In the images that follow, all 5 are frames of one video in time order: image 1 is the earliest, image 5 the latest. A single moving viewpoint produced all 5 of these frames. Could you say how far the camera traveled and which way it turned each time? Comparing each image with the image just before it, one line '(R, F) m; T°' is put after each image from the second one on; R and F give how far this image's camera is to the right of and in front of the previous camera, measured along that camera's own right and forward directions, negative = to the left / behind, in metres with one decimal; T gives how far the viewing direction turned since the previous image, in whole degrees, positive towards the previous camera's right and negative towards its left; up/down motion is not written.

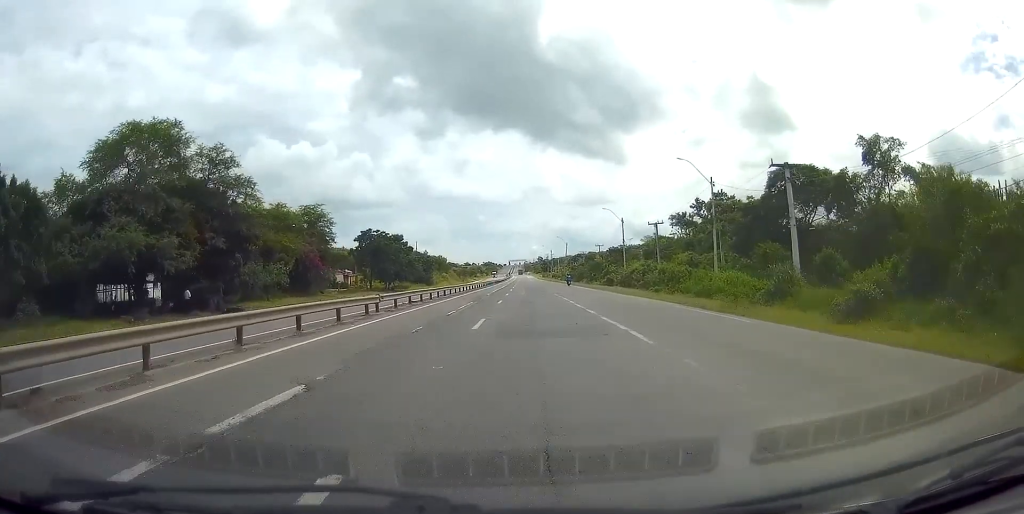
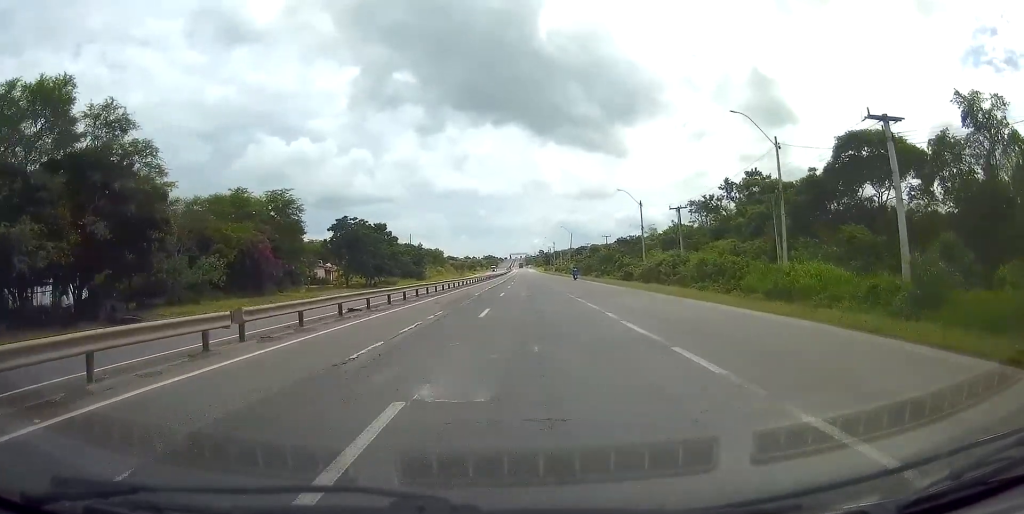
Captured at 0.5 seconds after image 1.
(-0.1, +13.5) m; 0°
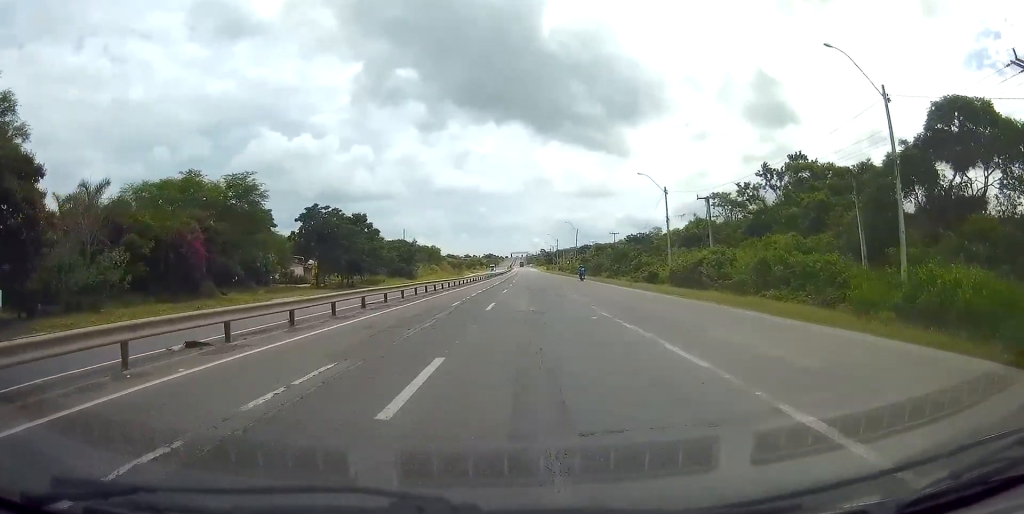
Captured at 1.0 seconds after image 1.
(0.0, +12.6) m; 0°
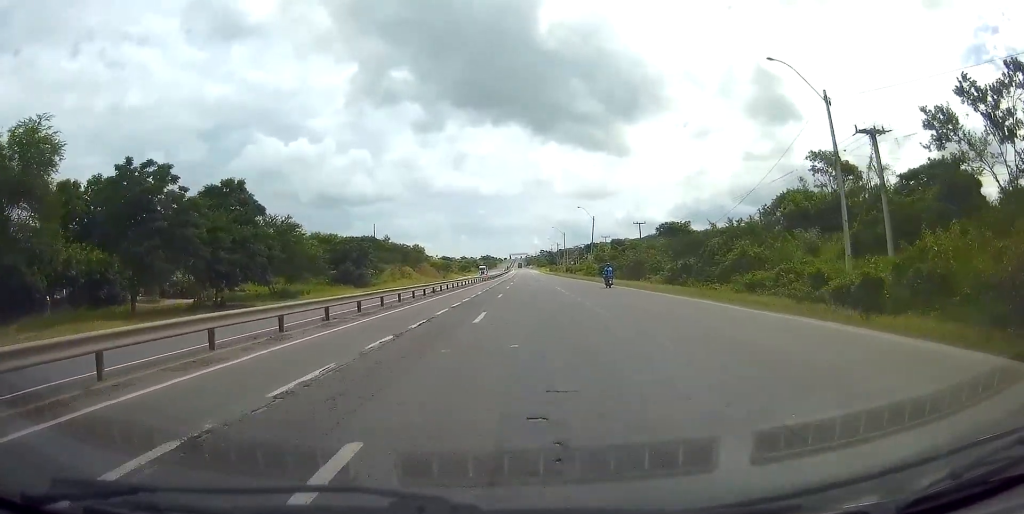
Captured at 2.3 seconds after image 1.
(+0.2, +36.2) m; +1°
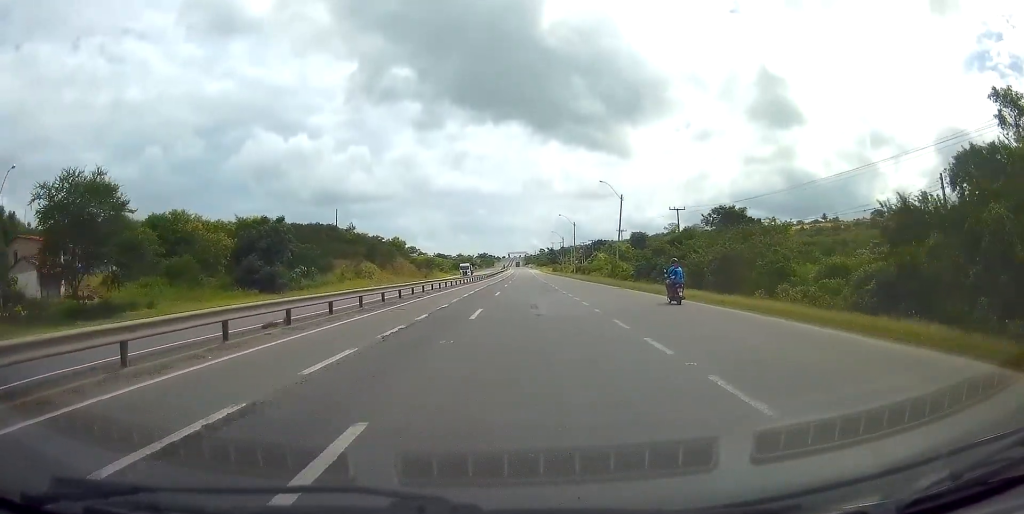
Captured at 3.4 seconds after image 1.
(+0.2, +30.9) m; 0°
